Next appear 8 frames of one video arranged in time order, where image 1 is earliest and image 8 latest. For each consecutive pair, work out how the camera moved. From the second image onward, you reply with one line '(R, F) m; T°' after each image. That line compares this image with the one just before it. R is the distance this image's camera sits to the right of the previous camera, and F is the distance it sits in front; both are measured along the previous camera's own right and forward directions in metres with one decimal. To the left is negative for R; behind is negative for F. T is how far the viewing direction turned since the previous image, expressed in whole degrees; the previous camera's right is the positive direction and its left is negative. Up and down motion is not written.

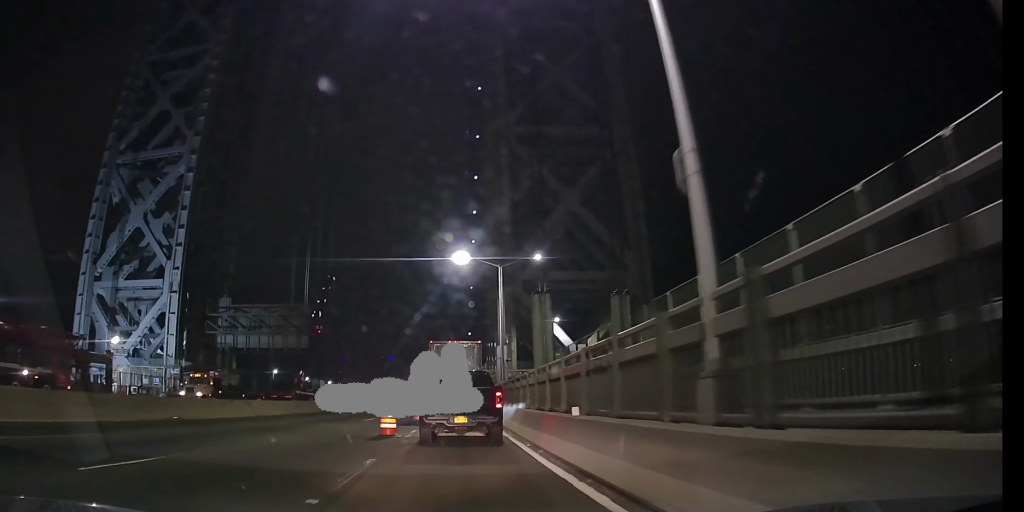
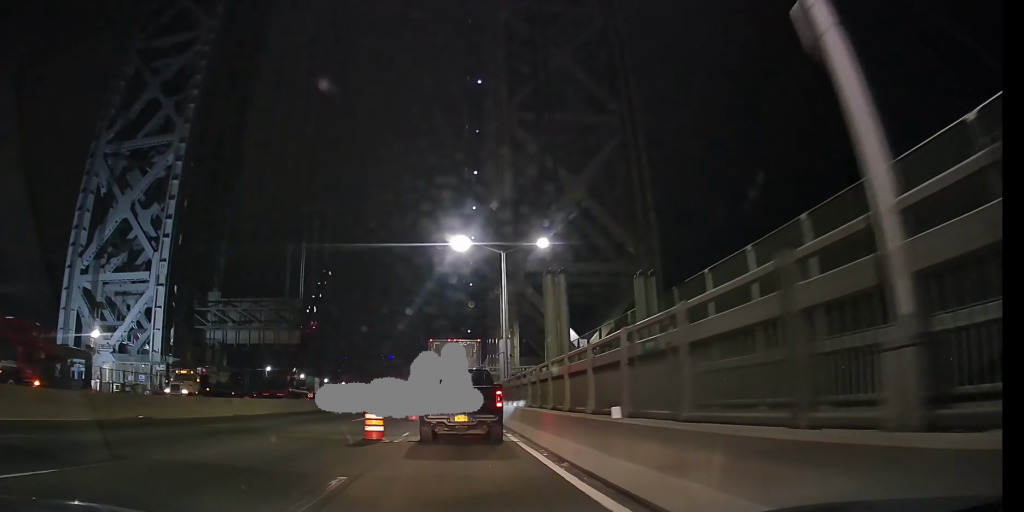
(-0.1, +2.6) m; 0°
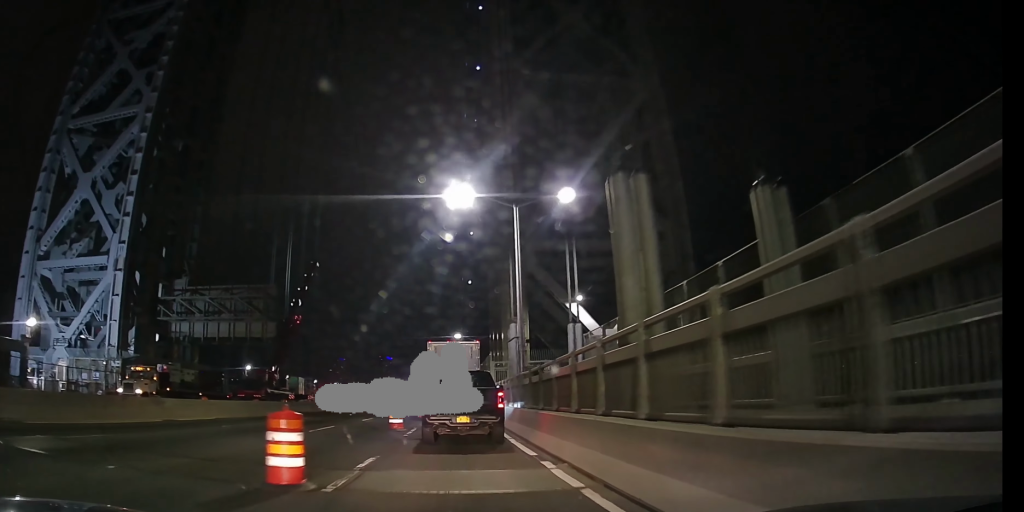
(+0.3, +6.8) m; +2°
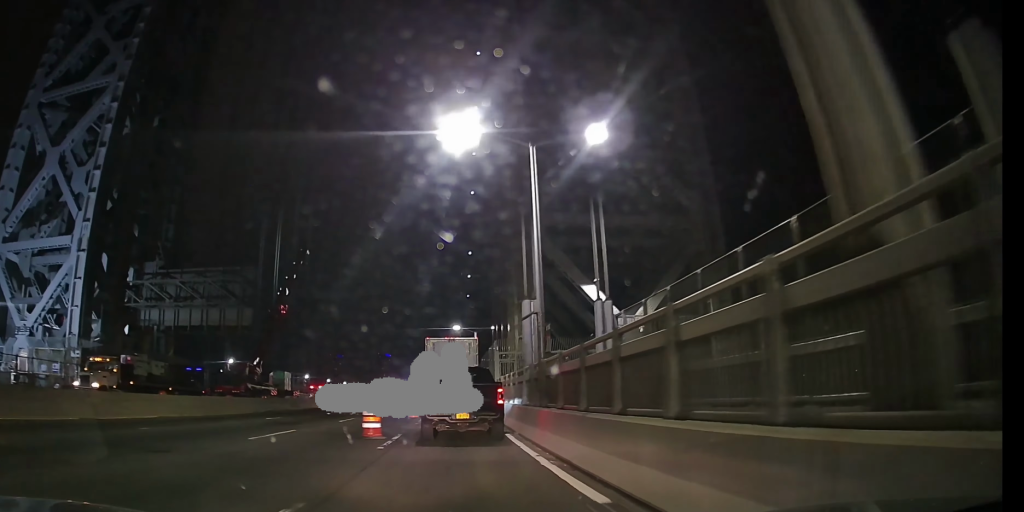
(-0.1, +5.1) m; +1°
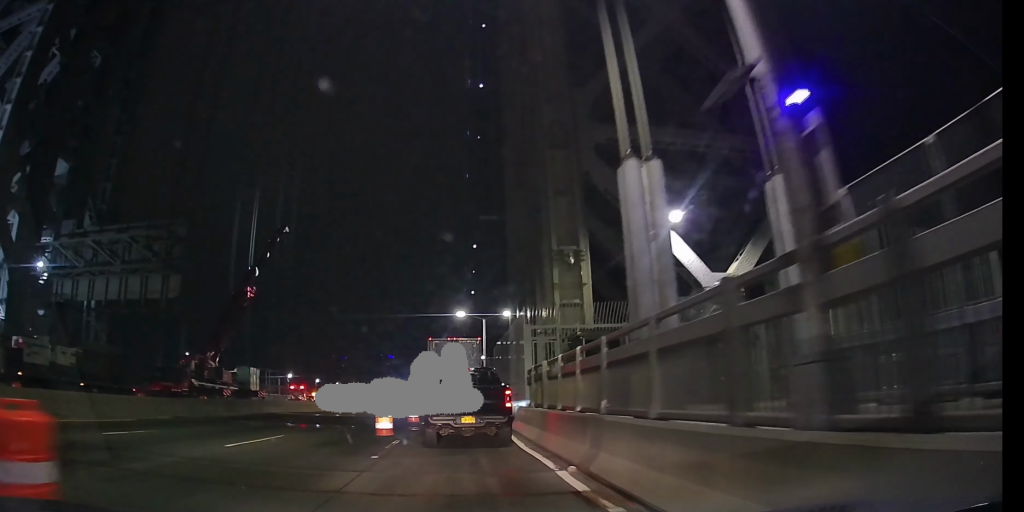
(-0.2, +12.4) m; -1°
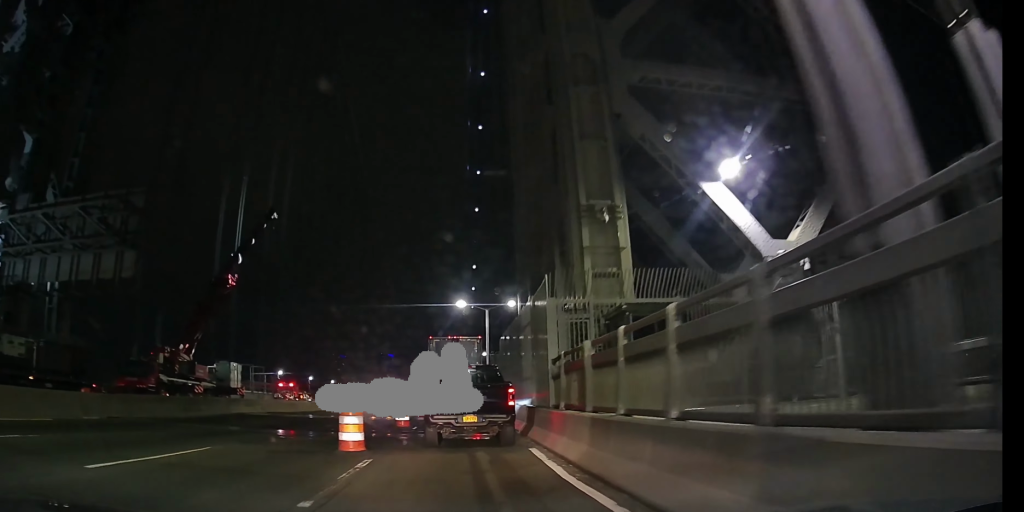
(-0.1, +5.2) m; +1°
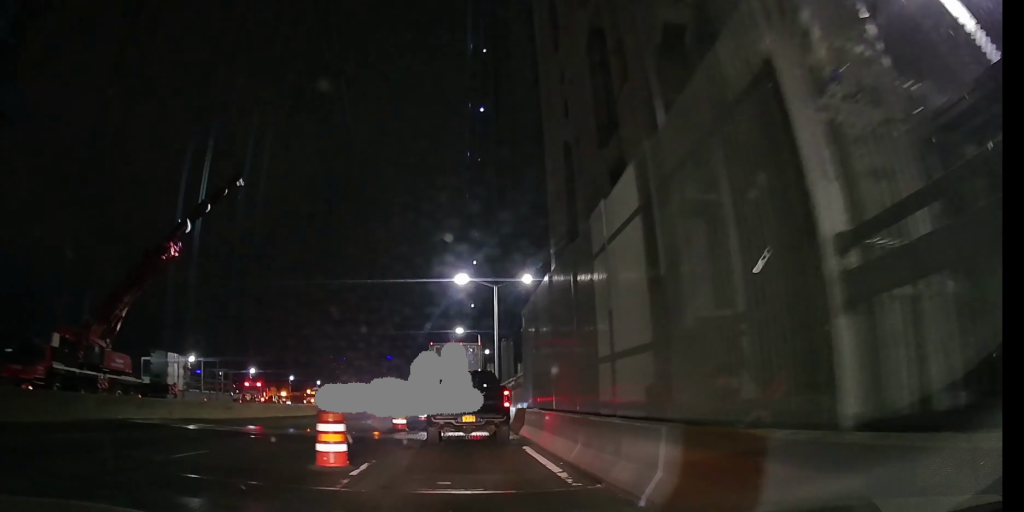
(0.0, +12.7) m; 0°
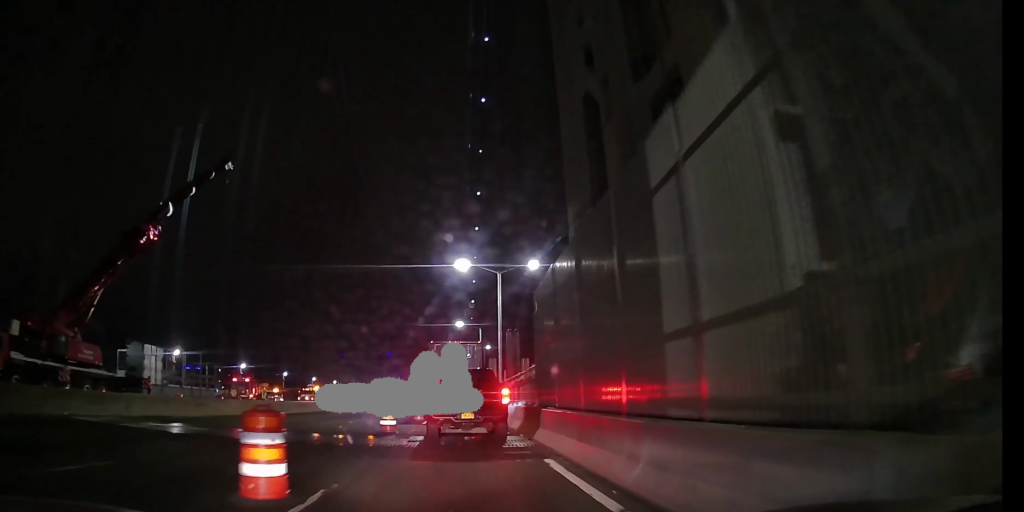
(+0.2, +3.4) m; 0°
